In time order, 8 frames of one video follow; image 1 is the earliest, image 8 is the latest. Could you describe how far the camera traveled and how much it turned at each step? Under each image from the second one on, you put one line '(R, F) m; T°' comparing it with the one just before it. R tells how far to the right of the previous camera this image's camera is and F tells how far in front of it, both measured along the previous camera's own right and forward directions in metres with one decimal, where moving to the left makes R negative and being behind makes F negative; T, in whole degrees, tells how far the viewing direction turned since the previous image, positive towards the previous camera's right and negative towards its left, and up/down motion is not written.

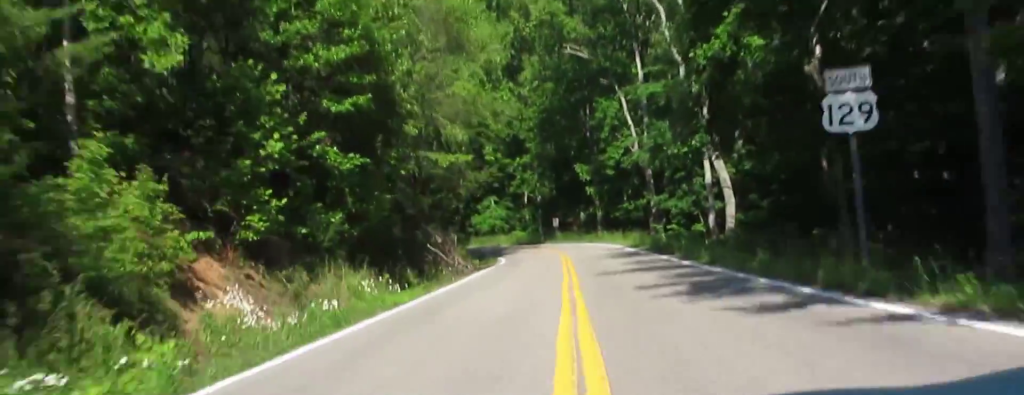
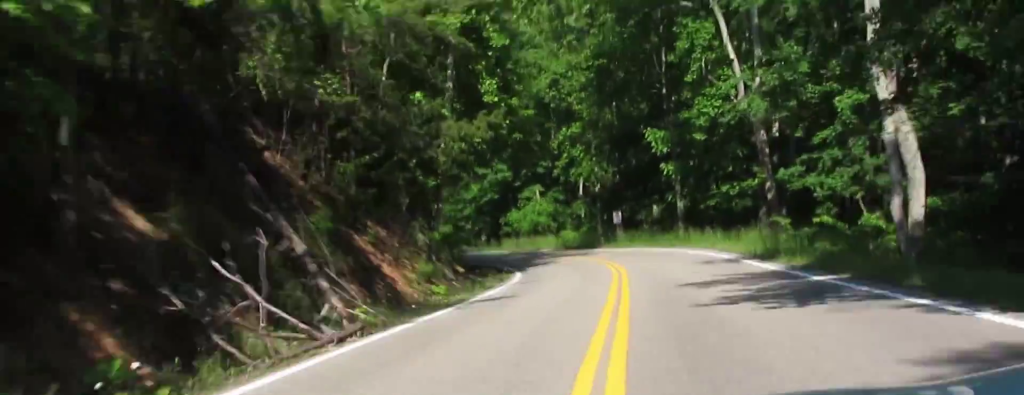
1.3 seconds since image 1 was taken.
(-0.3, +31.0) m; -3°
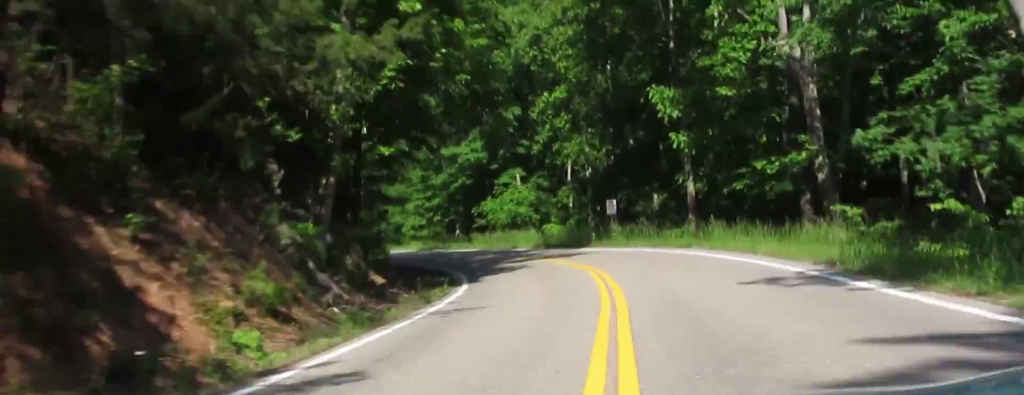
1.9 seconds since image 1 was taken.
(-0.1, +15.4) m; -2°
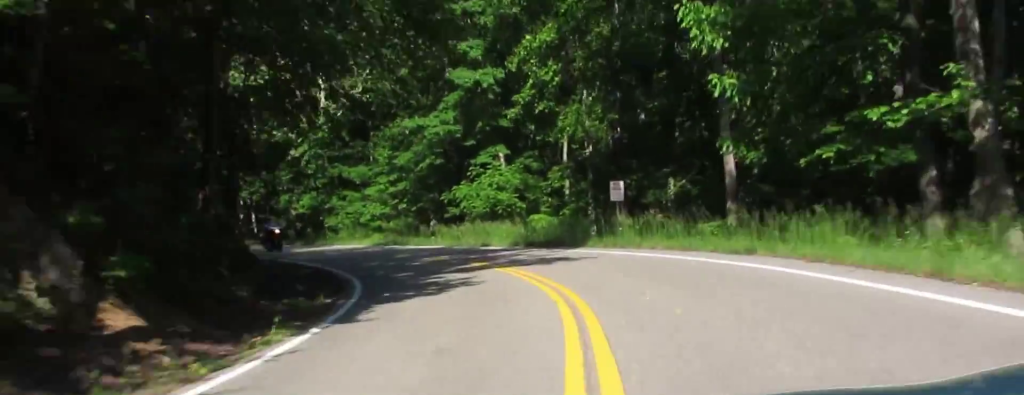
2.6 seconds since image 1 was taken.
(-0.5, +18.1) m; -3°
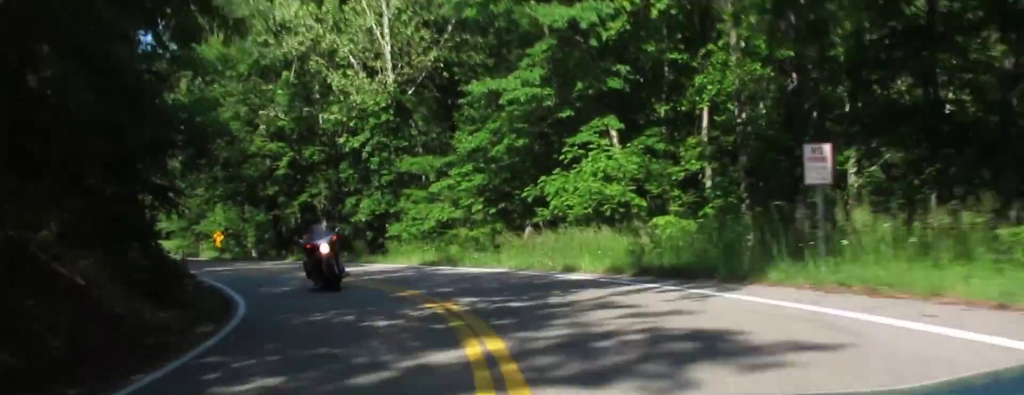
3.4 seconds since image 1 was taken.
(-0.6, +21.4) m; -11°
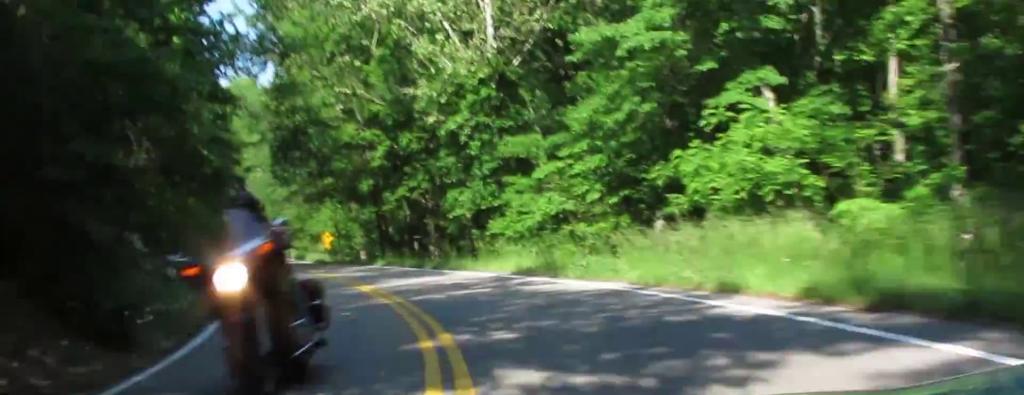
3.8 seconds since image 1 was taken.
(+1.3, +10.7) m; -8°
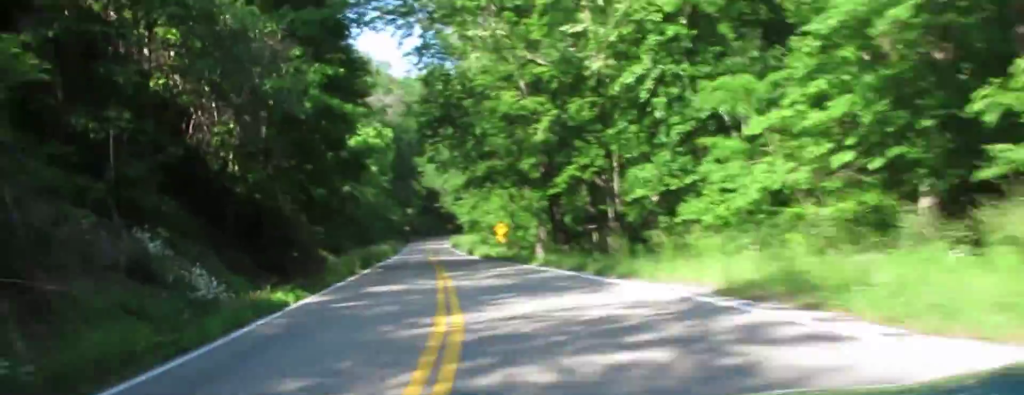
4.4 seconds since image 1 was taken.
(-3.6, +12.7) m; -9°
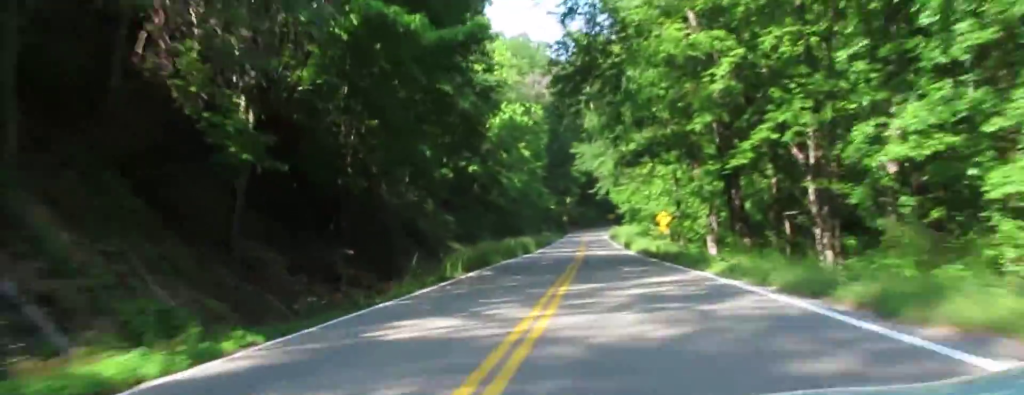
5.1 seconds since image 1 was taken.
(-1.9, +14.0) m; -5°
